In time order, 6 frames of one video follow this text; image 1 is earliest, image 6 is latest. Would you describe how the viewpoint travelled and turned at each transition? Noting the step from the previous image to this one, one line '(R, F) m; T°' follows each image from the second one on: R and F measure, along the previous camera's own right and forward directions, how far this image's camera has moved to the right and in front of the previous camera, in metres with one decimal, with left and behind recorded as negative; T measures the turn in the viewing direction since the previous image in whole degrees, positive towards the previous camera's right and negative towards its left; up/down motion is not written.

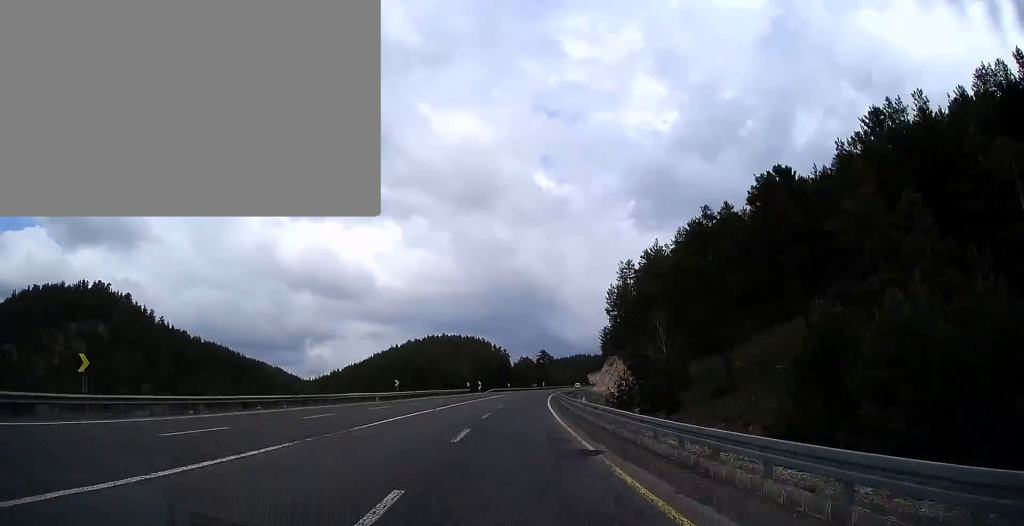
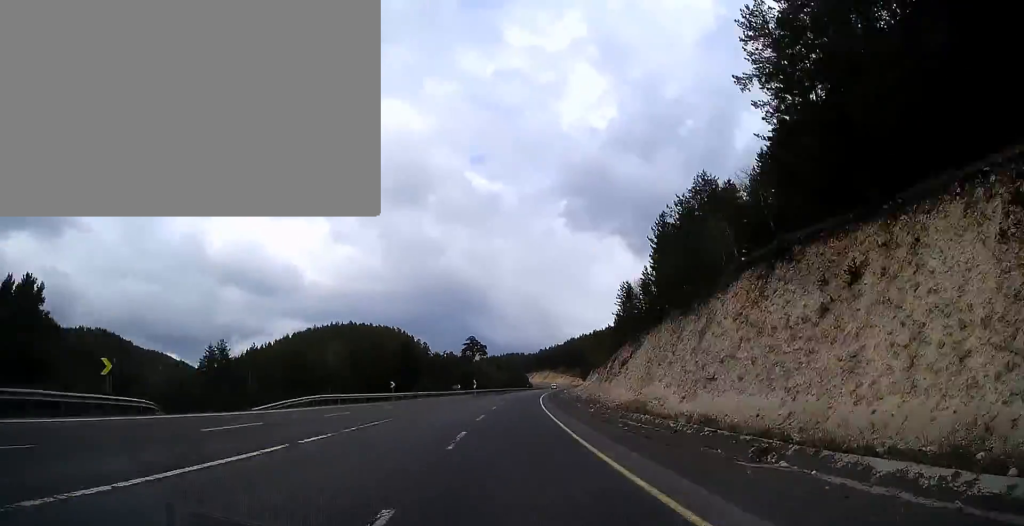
(+8.0, +97.6) m; +5°
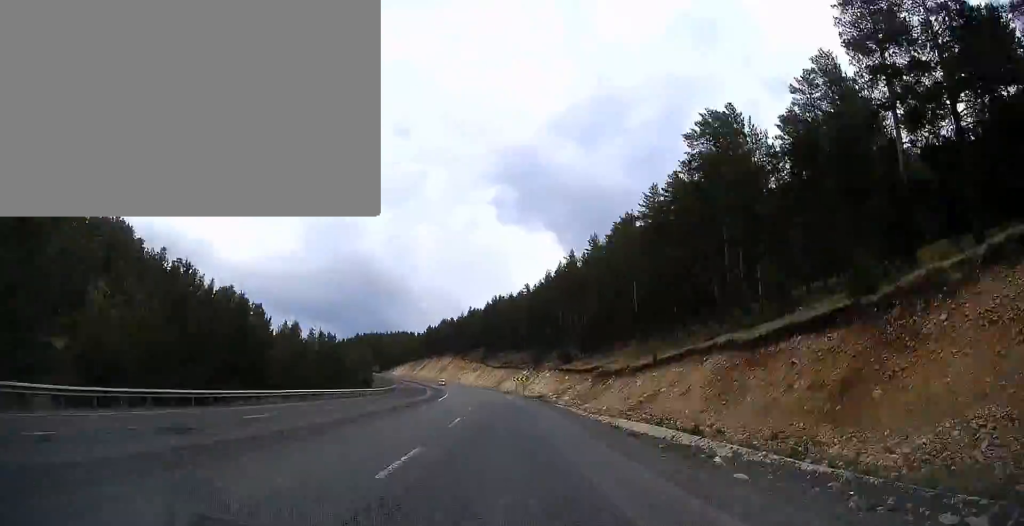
(+14.6, +268.3) m; -1°
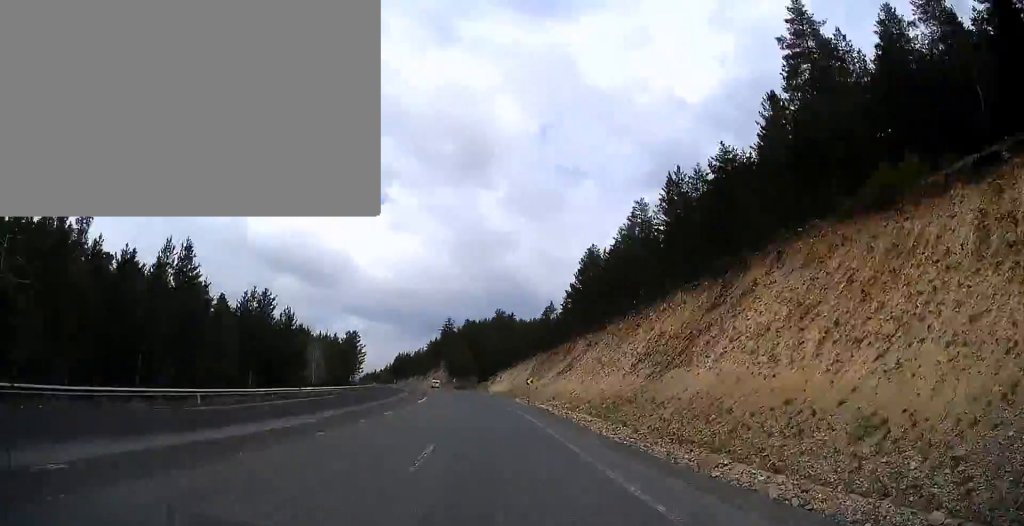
(-23.4, +208.1) m; -14°
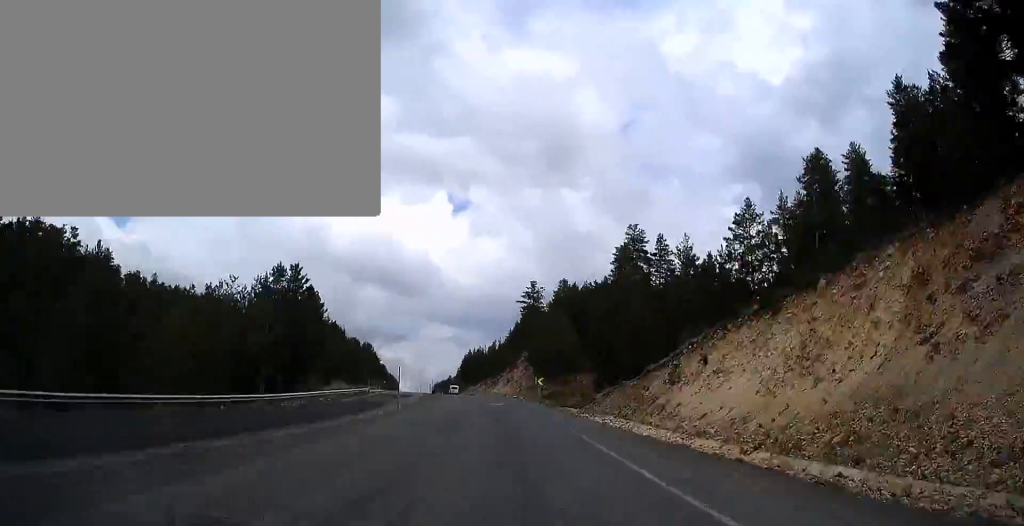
(-2.6, +89.6) m; -6°
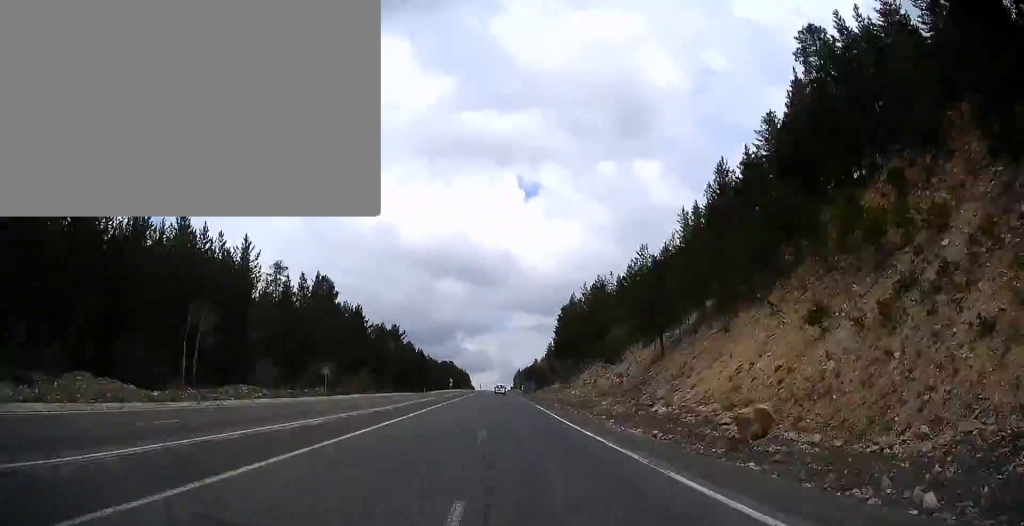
(-11.0, +128.6) m; -4°
